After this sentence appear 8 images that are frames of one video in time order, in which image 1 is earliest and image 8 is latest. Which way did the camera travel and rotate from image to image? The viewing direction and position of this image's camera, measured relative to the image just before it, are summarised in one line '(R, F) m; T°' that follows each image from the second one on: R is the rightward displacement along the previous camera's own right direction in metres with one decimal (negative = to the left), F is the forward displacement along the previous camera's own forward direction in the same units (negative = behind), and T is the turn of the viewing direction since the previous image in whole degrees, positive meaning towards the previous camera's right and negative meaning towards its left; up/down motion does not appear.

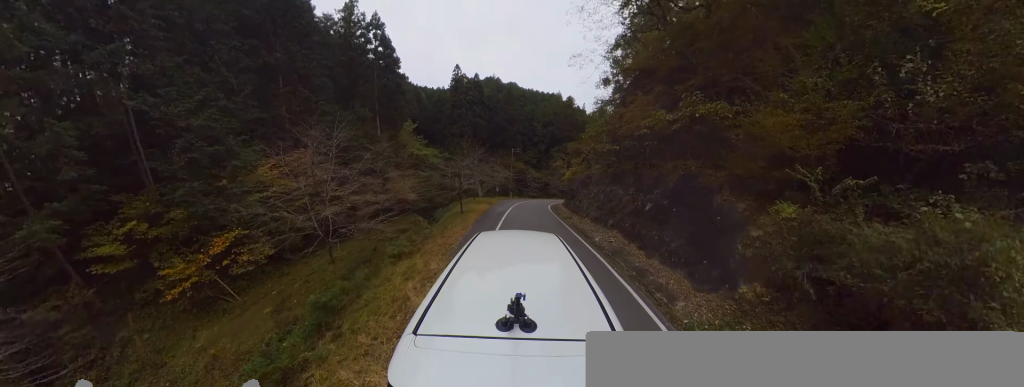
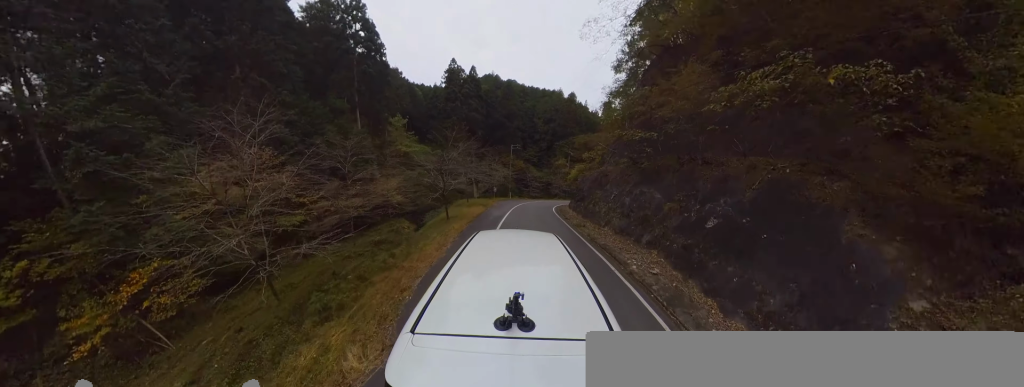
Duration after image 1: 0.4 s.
(-0.5, +3.9) m; 0°
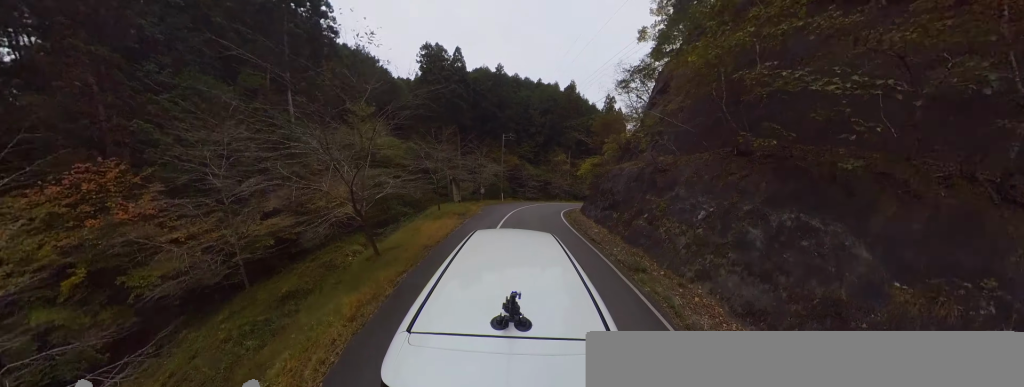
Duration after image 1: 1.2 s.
(+0.9, +7.2) m; +7°
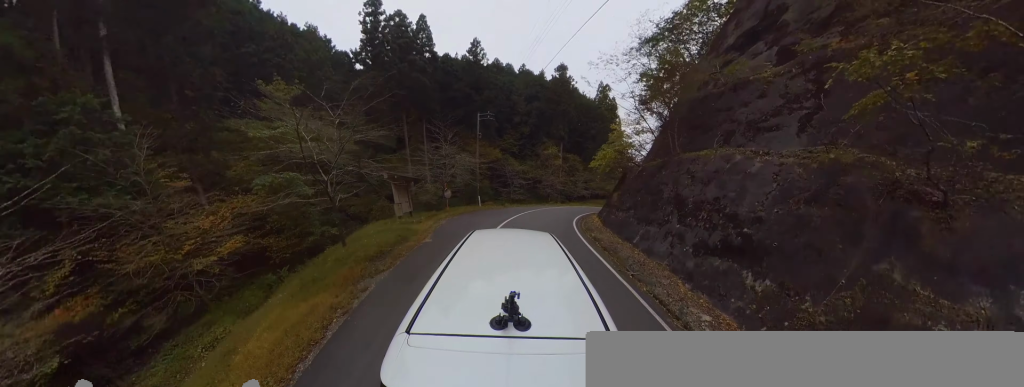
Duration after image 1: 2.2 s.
(+0.4, +8.8) m; +11°
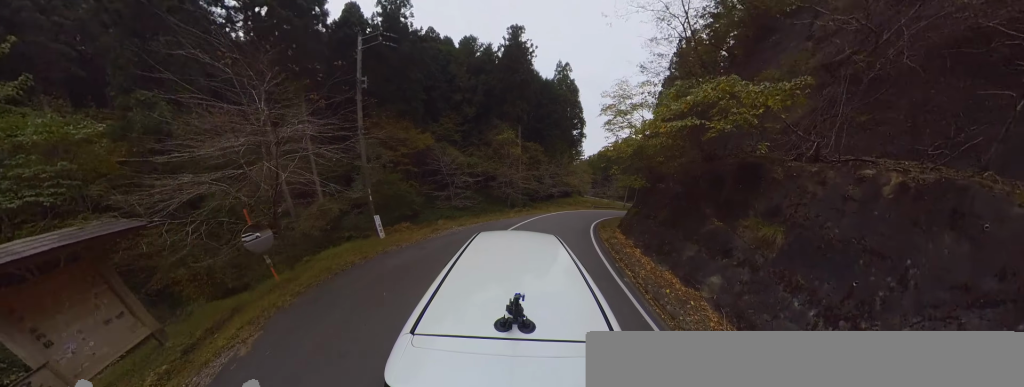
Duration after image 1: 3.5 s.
(+2.4, +13.0) m; +17°
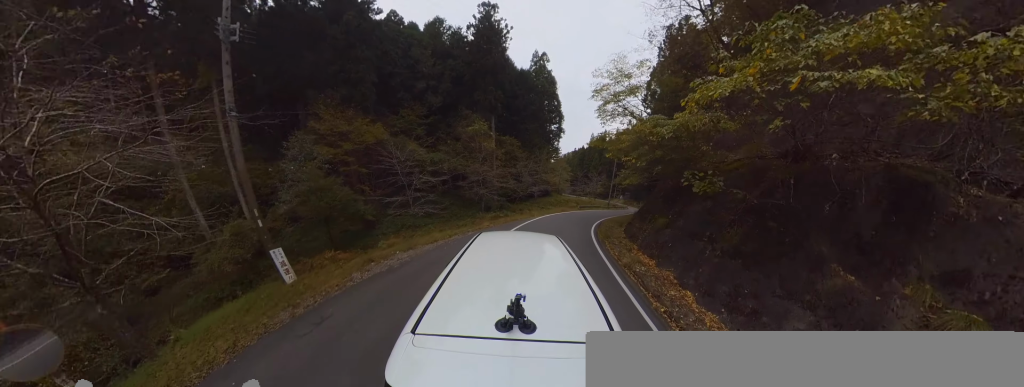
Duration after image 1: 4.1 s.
(+0.1, +5.4) m; +6°
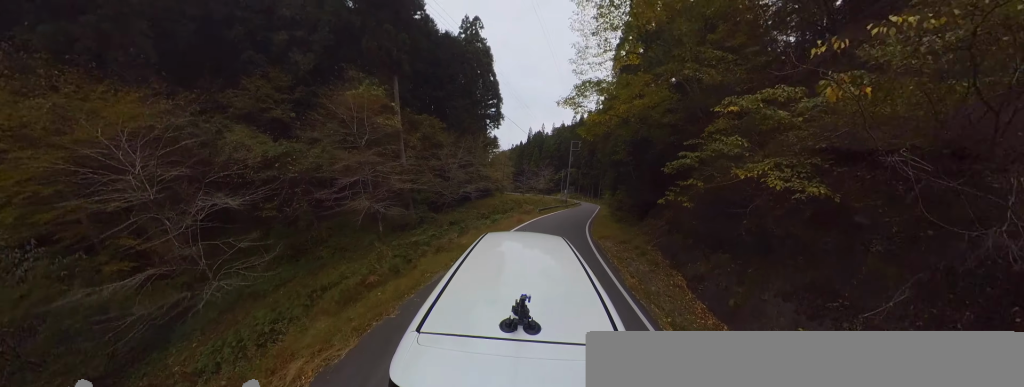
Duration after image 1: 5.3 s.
(+1.6, +11.7) m; +16°
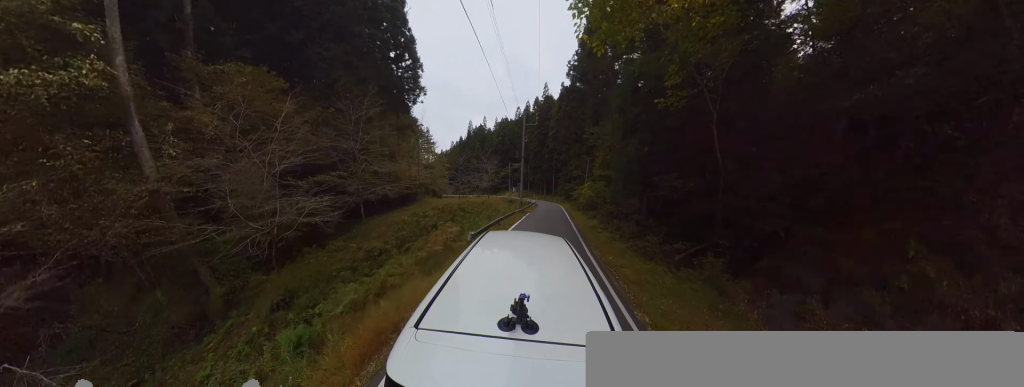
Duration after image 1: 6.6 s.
(+1.5, +11.9) m; +17°
